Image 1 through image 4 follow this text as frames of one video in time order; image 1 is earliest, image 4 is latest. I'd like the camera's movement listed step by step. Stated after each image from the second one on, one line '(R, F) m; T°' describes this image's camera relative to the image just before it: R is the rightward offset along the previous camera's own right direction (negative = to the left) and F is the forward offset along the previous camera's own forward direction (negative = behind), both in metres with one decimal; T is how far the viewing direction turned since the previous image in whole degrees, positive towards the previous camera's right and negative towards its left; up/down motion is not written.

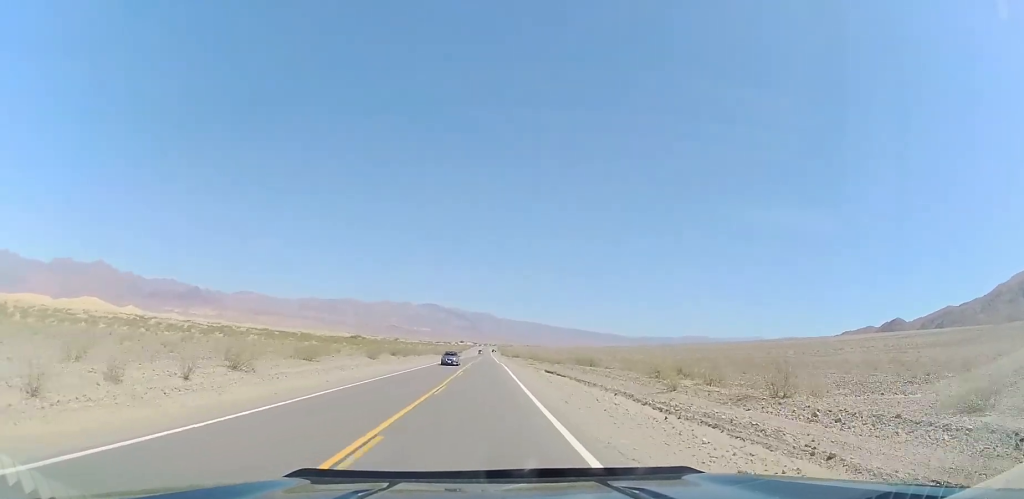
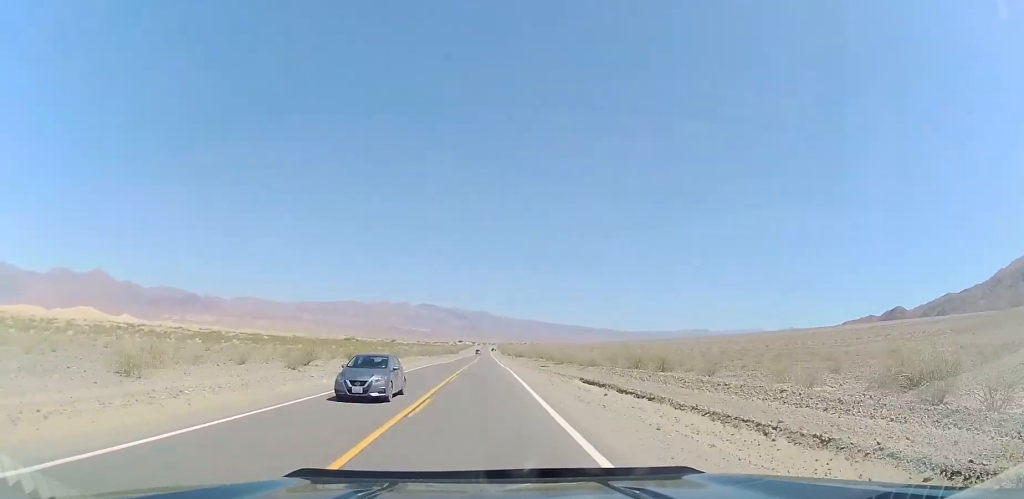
(+0.1, +21.8) m; 0°
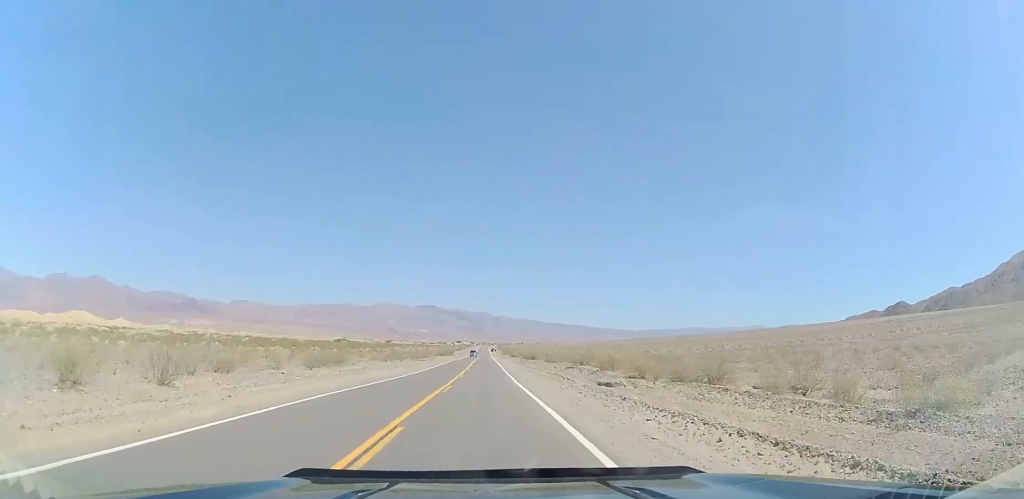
(0.0, +35.5) m; +1°
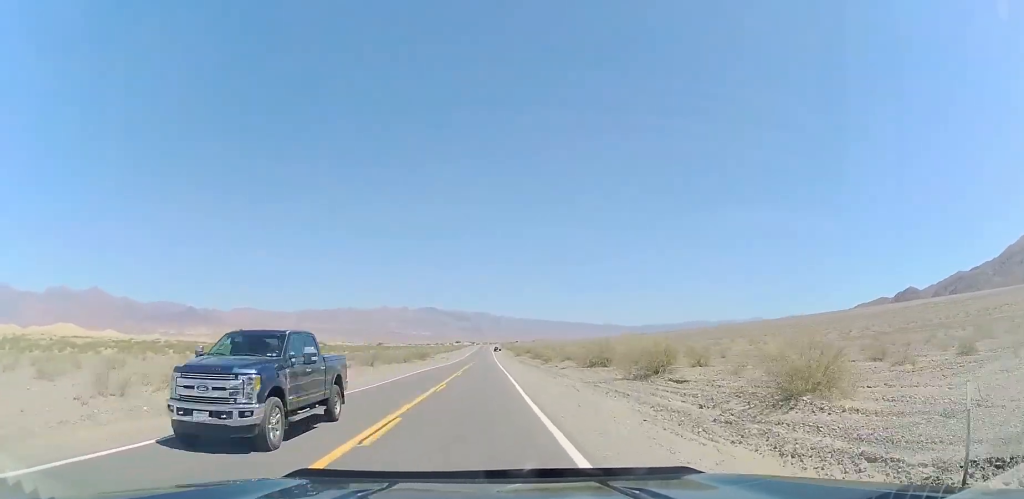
(+2.9, +85.7) m; +2°
